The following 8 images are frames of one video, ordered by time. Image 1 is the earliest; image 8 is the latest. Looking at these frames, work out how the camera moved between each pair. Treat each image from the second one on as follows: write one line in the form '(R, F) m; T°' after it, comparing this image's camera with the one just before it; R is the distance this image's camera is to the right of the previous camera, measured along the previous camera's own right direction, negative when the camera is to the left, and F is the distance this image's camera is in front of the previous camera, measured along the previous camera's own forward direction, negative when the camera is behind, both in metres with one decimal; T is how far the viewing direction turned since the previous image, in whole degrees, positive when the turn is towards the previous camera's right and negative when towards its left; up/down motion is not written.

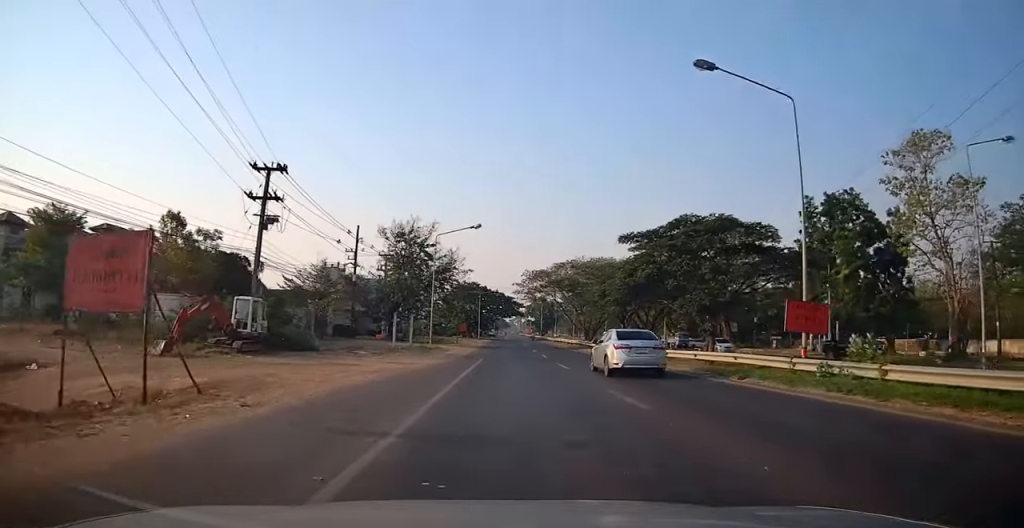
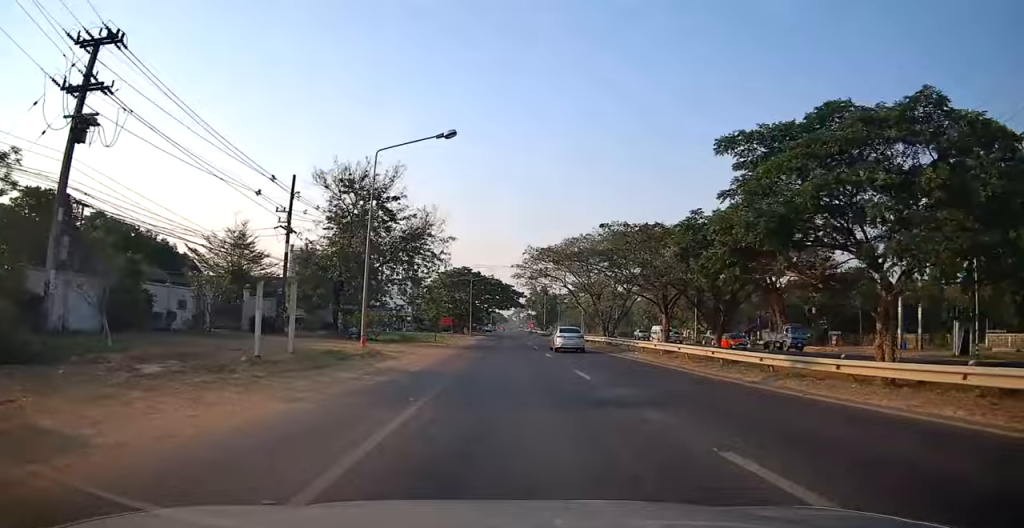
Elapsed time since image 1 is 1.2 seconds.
(0.0, +18.9) m; 0°
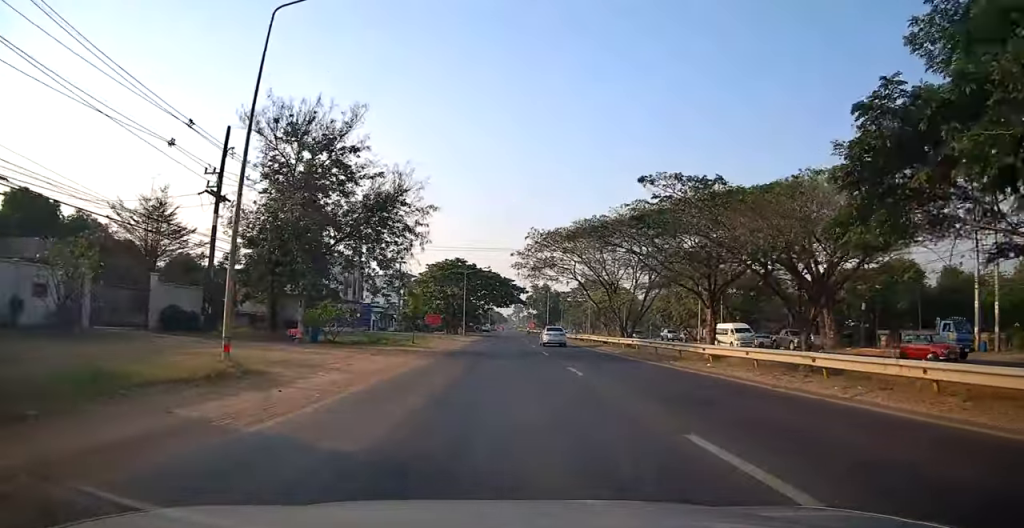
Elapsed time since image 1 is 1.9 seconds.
(0.0, +11.1) m; +2°
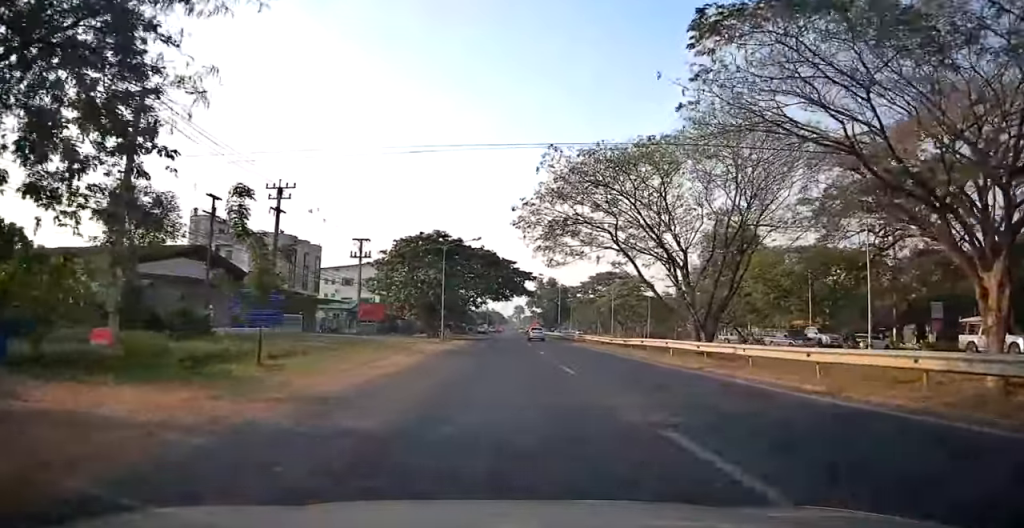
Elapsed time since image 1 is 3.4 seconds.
(+1.0, +23.9) m; +1°
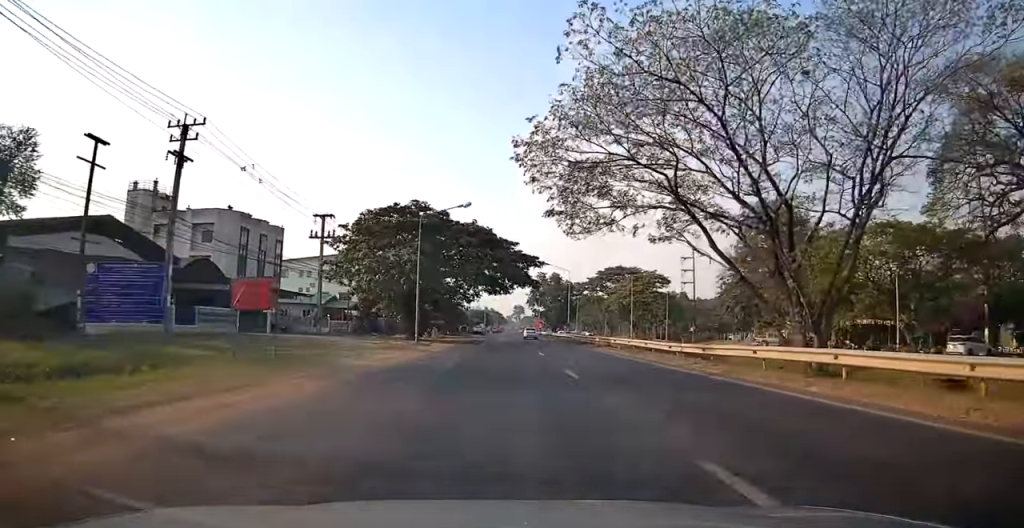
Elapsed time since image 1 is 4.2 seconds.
(-0.7, +13.7) m; -3°
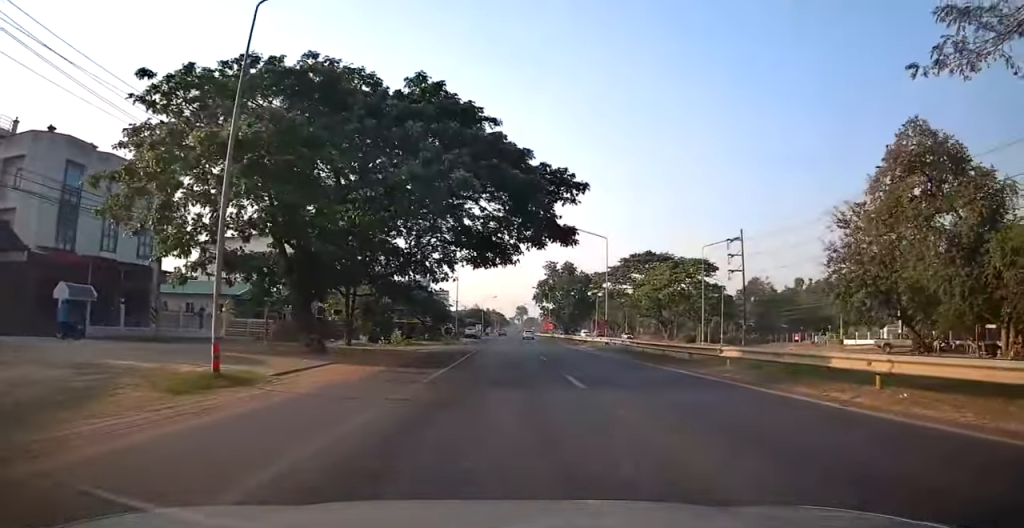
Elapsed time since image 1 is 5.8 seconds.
(-0.1, +25.6) m; 0°
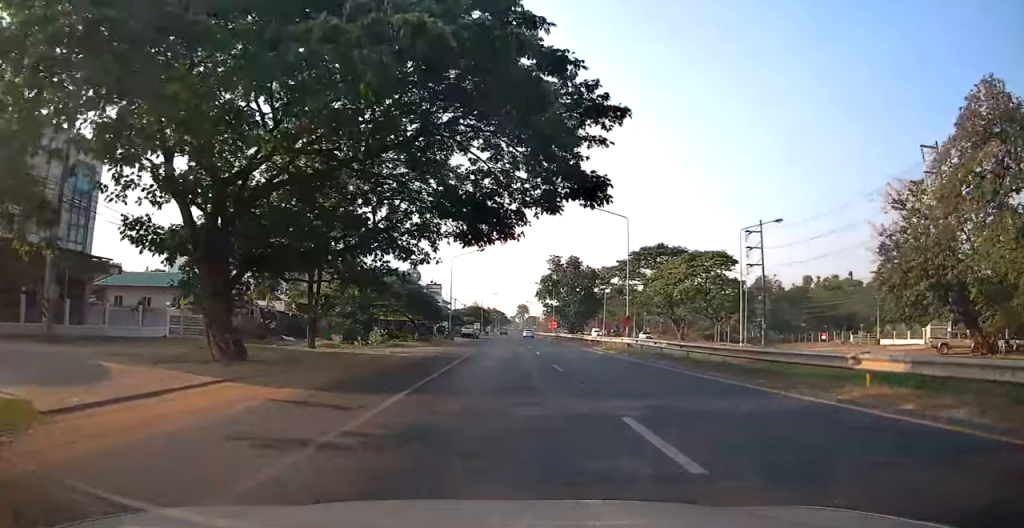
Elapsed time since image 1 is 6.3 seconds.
(0.0, +7.6) m; 0°
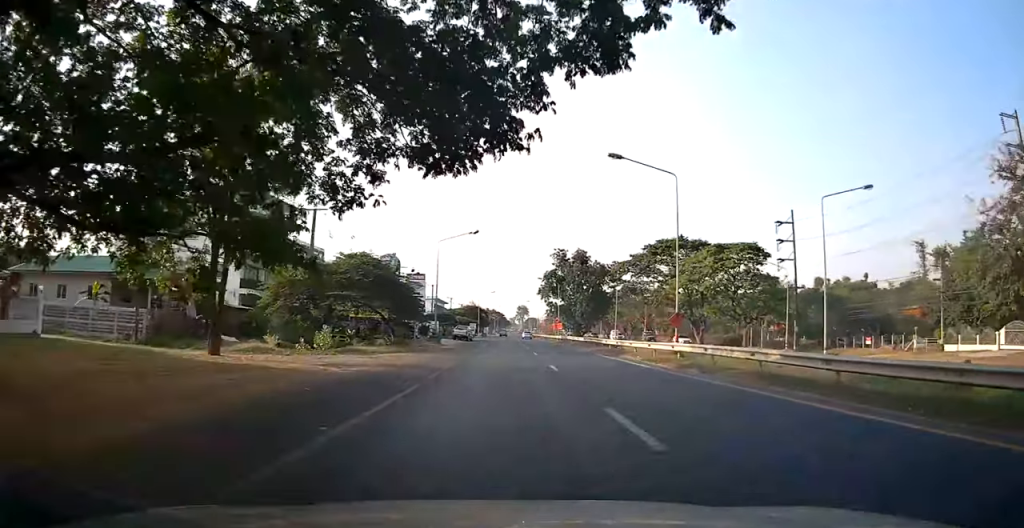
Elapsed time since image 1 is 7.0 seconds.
(0.0, +10.9) m; +2°
